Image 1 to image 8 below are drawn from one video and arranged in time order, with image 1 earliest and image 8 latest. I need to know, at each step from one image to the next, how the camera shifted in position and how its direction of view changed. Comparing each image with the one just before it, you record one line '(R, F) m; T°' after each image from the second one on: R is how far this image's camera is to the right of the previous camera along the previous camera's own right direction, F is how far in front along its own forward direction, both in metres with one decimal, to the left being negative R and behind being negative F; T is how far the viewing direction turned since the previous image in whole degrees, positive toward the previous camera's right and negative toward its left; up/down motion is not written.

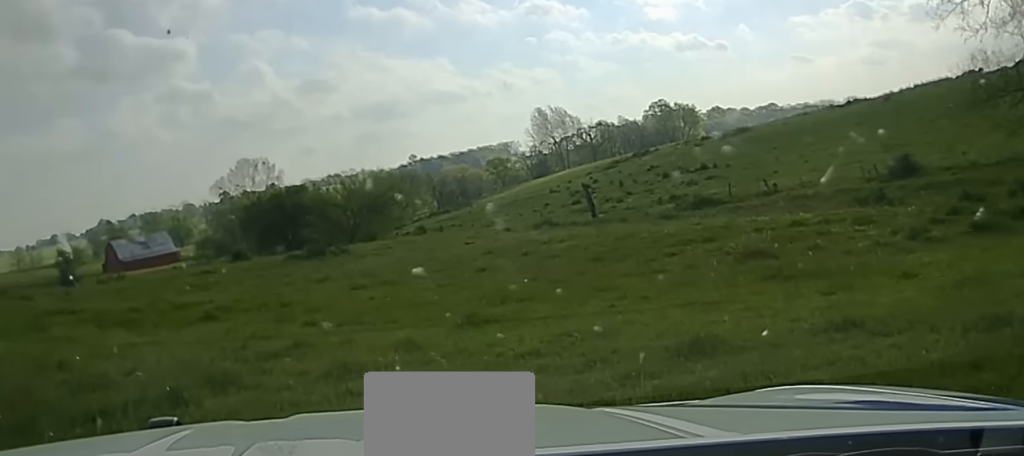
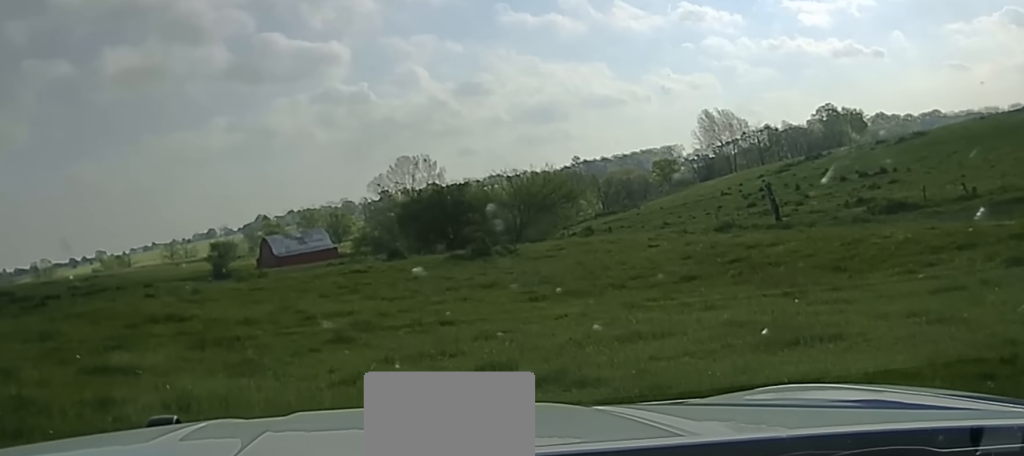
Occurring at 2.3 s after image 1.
(-1.0, +5.6) m; -10°
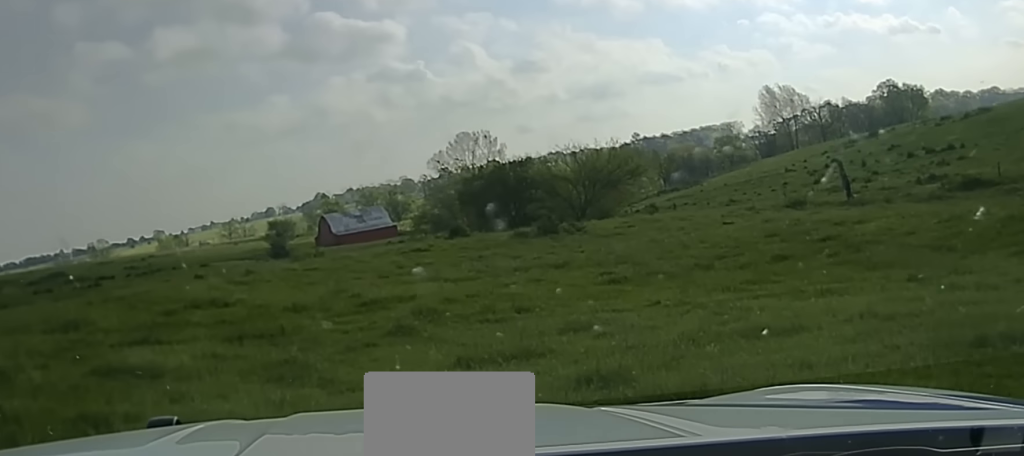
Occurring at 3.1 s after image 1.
(+0.3, +2.2) m; -2°
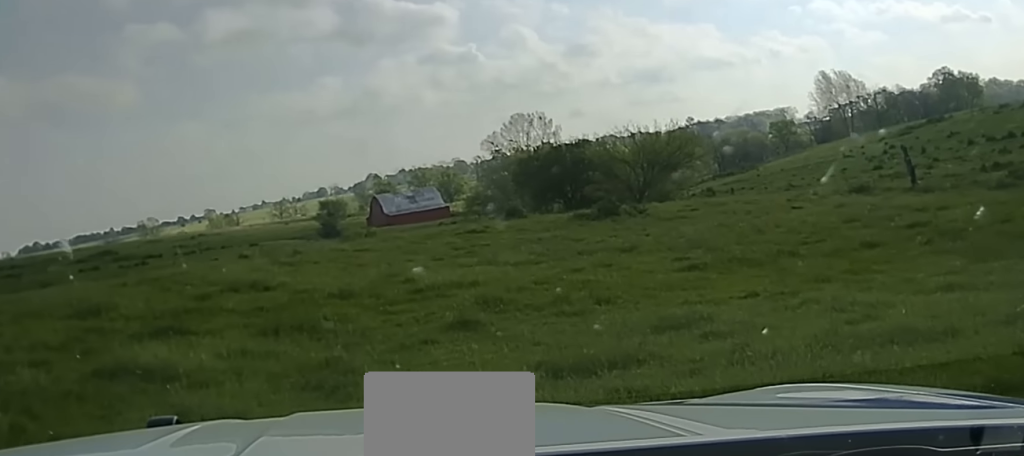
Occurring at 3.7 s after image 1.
(-0.4, +2.2) m; -6°
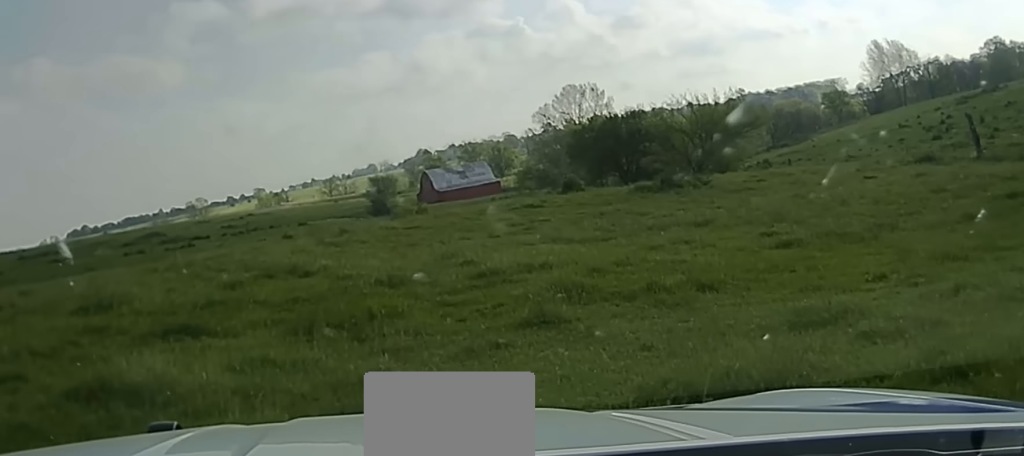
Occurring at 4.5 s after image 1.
(-0.1, +2.8) m; -4°
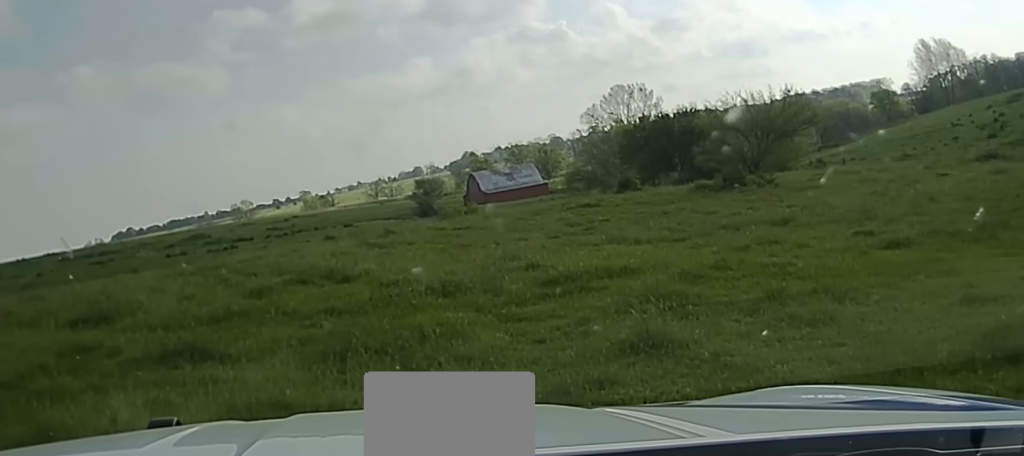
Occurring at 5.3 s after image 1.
(-0.1, +3.3) m; -3°
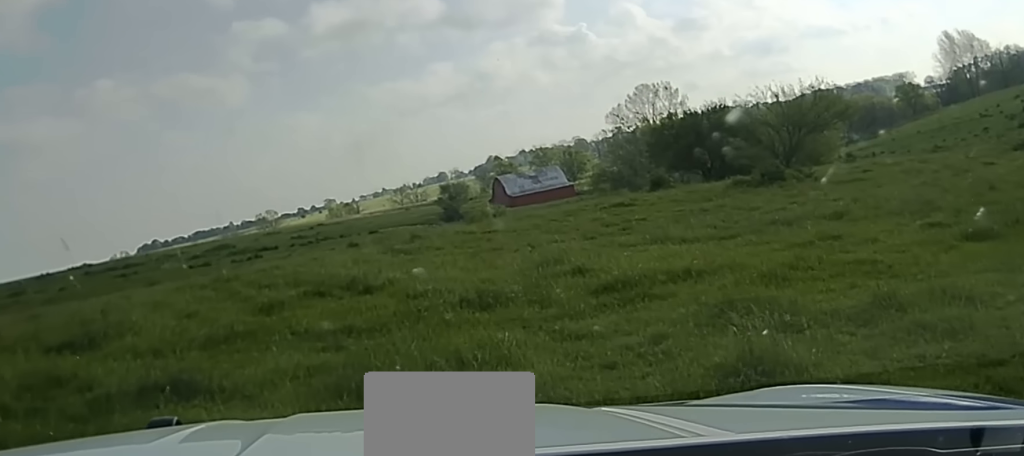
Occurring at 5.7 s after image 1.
(-0.2, +2.0) m; -2°
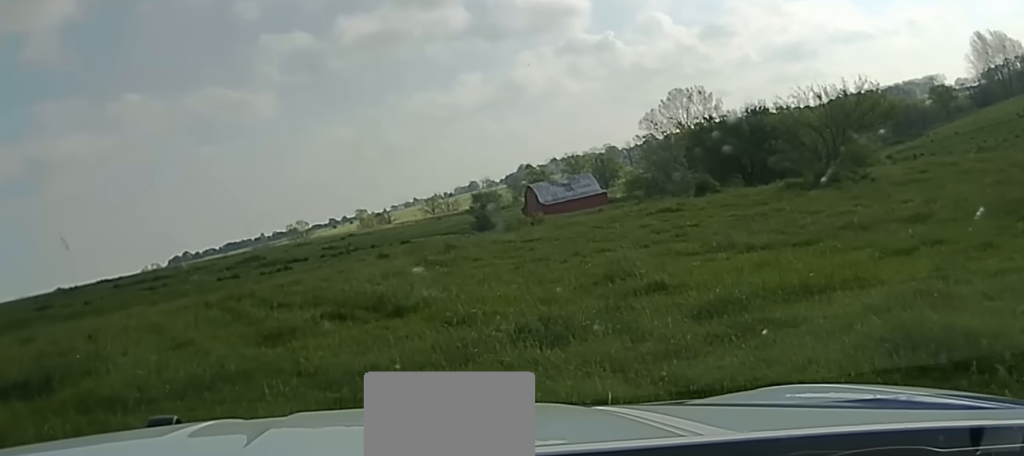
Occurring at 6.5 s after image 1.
(0.0, +3.1) m; -1°
